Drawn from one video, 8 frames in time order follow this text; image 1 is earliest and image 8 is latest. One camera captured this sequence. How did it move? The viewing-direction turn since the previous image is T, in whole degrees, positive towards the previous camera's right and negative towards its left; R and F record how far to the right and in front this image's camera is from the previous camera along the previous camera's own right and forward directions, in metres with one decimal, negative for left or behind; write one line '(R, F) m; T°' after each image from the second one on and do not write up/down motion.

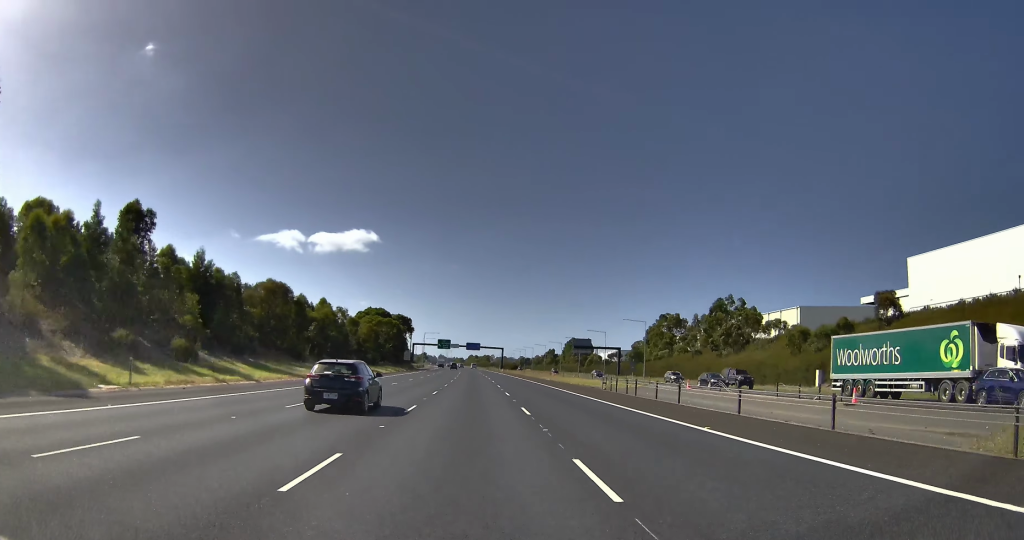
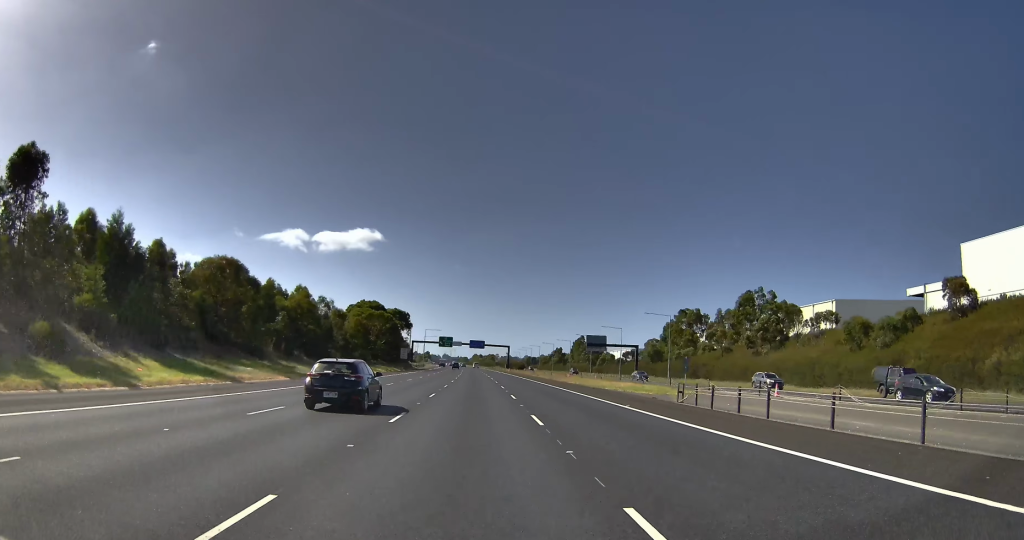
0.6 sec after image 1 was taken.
(+0.1, +17.3) m; 0°
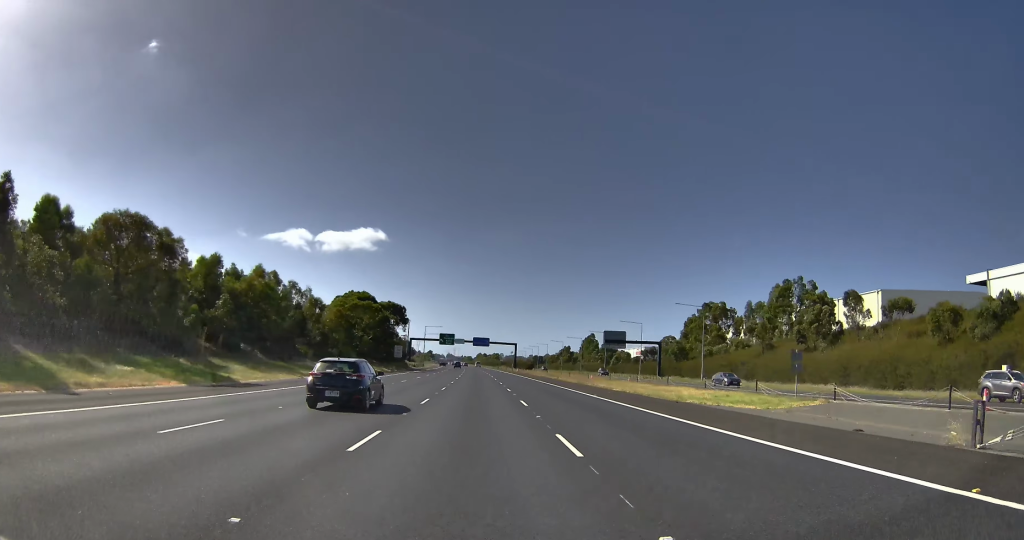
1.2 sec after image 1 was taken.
(0.0, +18.5) m; 0°
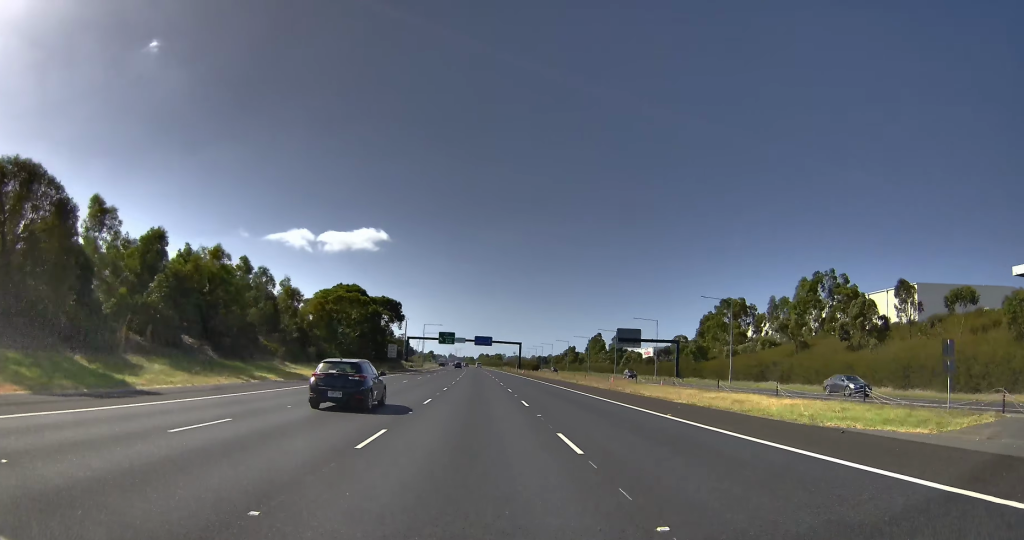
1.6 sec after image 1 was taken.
(-0.1, +12.6) m; 0°
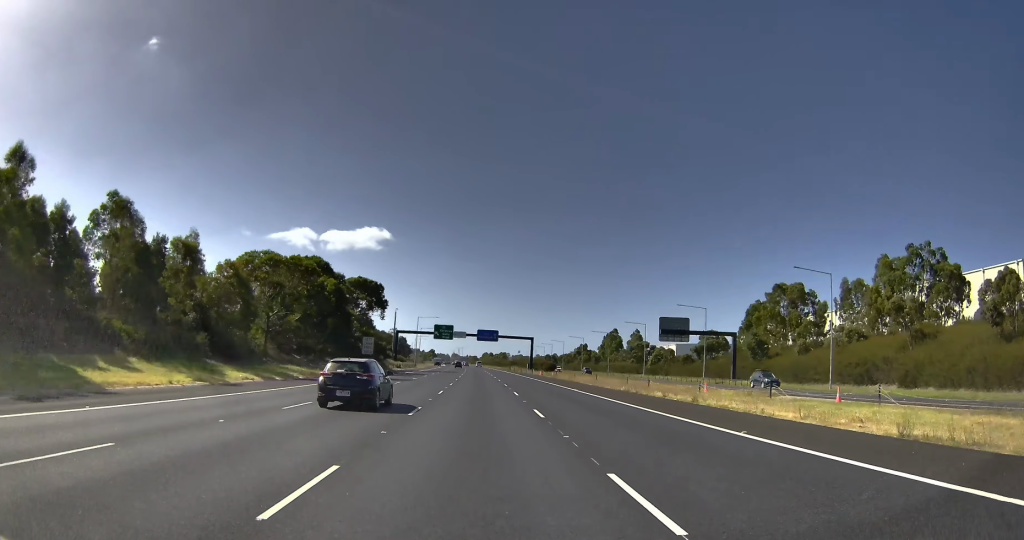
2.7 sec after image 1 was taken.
(+0.4, +30.2) m; 0°
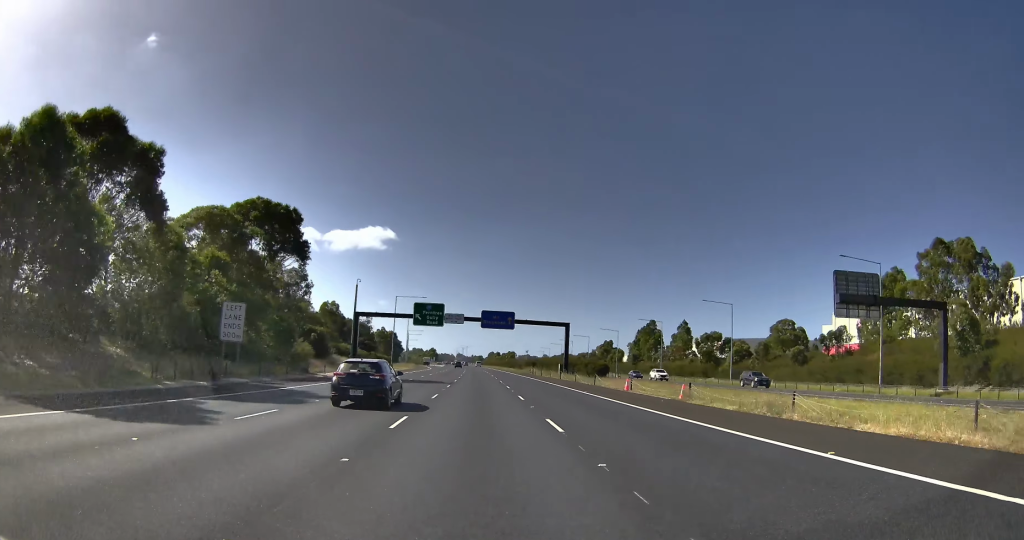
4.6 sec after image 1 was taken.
(-0.7, +51.5) m; -1°
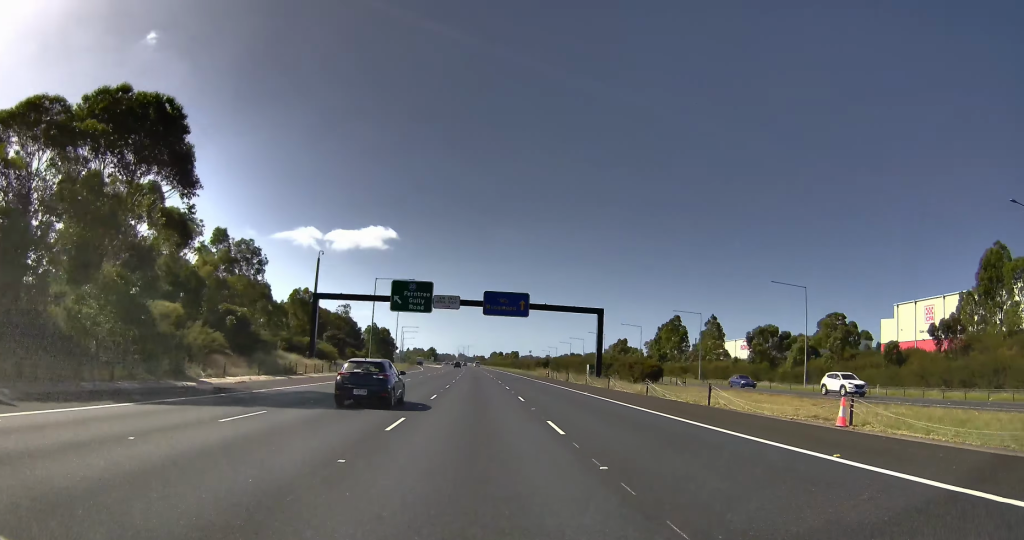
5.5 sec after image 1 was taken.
(0.0, +22.3) m; +1°
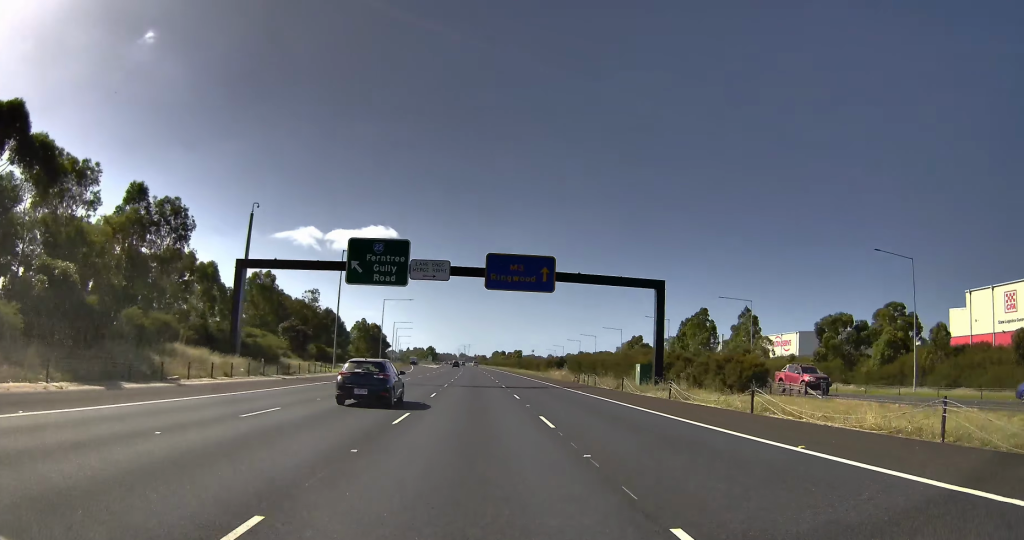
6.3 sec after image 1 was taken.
(+0.2, +18.9) m; 0°
